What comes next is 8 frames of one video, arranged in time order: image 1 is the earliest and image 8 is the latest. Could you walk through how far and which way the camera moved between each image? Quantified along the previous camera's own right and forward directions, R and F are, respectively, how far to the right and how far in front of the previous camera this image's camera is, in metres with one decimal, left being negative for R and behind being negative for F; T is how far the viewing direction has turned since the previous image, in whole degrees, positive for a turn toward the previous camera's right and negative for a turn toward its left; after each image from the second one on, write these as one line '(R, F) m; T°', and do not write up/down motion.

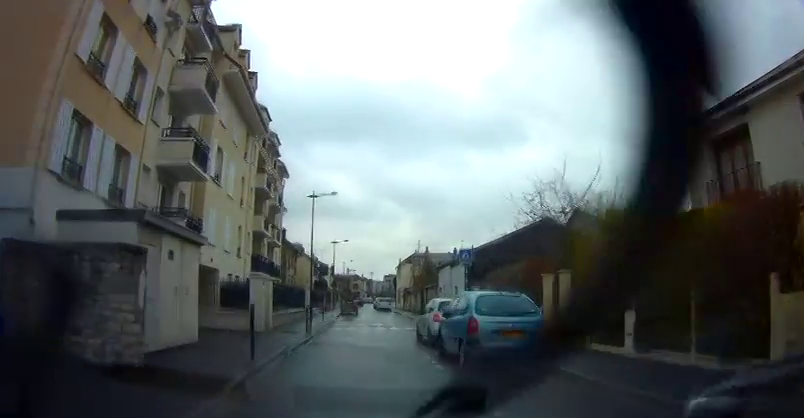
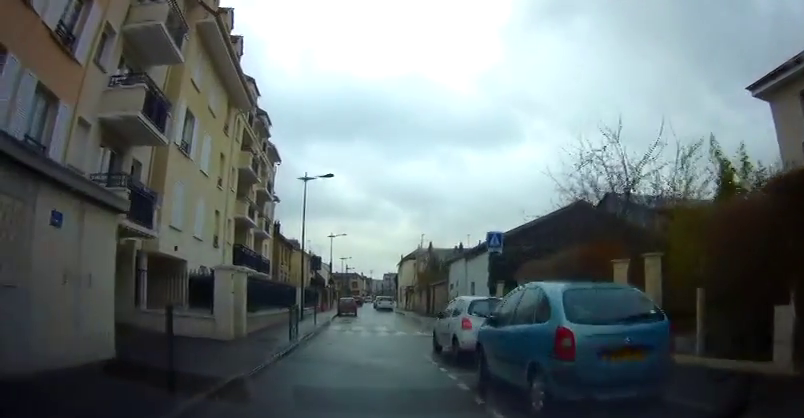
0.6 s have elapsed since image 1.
(+0.2, +4.7) m; +2°
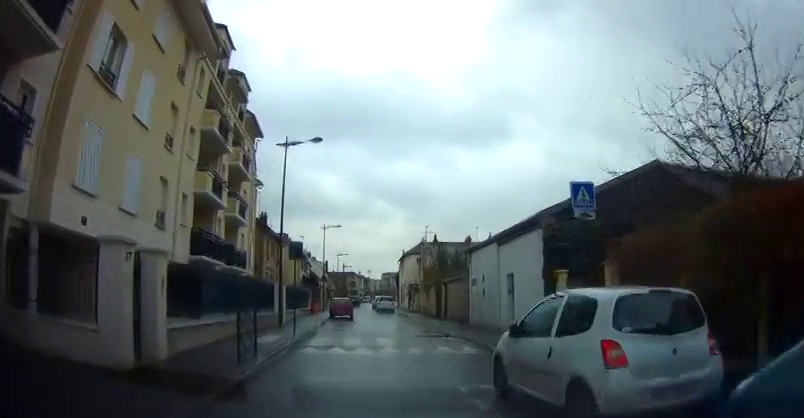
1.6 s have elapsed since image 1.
(0.0, +6.8) m; -2°
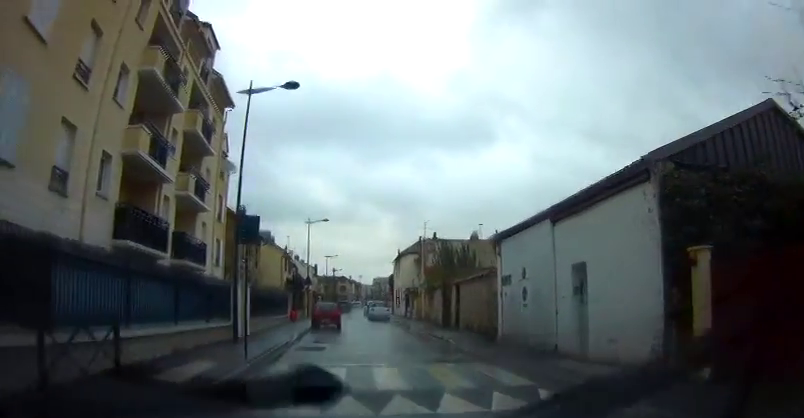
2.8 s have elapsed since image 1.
(-0.3, +6.8) m; -1°
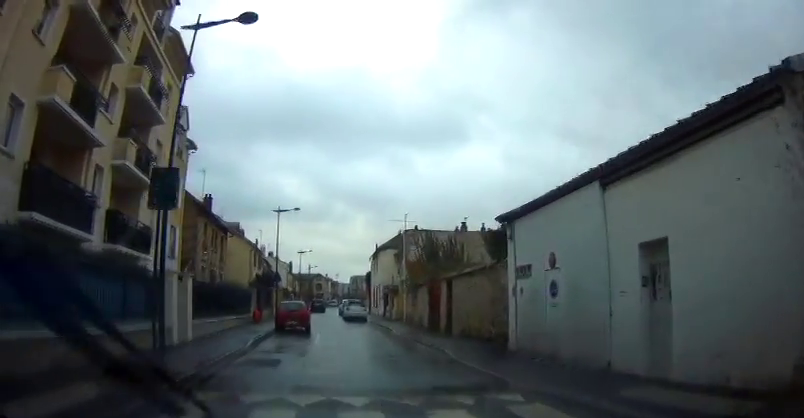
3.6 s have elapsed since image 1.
(+0.1, +4.1) m; +1°
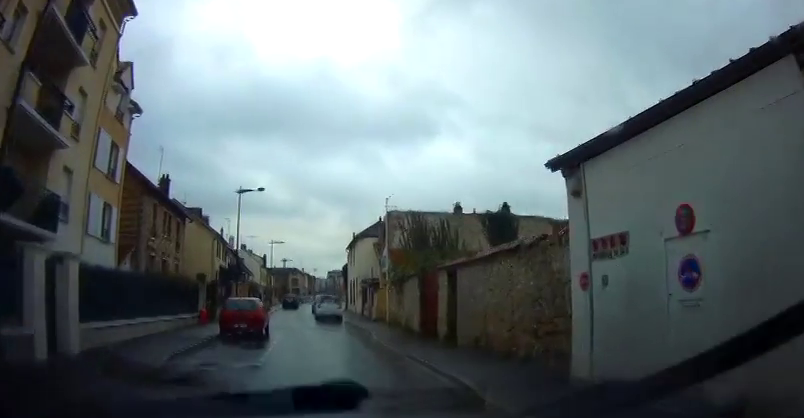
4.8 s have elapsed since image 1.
(-0.1, +5.6) m; -3°
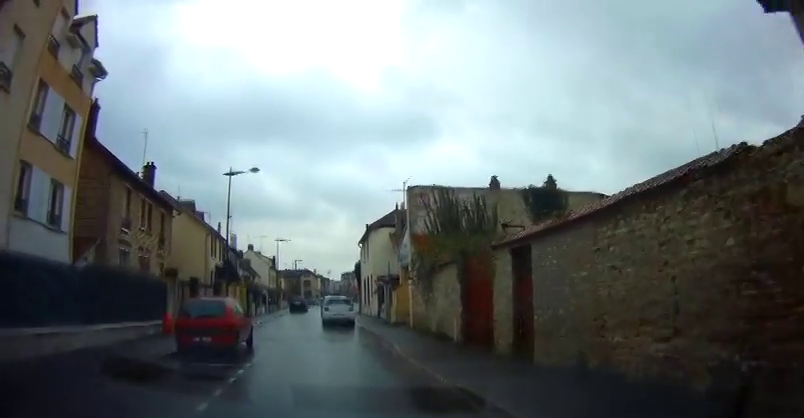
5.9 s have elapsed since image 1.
(-0.1, +5.0) m; +1°
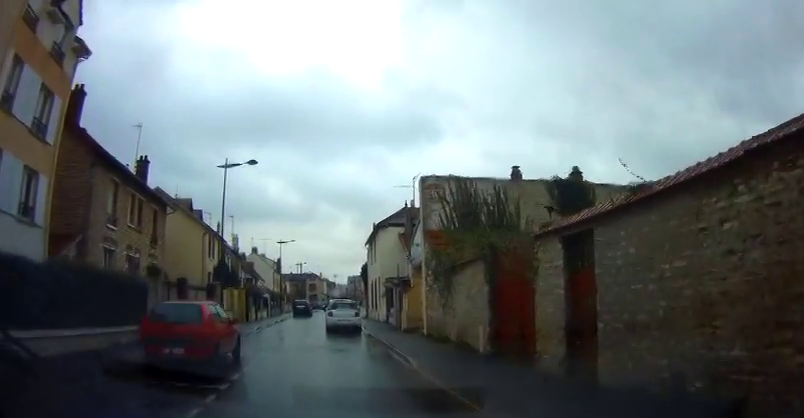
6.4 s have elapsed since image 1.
(+0.1, +2.0) m; +1°
